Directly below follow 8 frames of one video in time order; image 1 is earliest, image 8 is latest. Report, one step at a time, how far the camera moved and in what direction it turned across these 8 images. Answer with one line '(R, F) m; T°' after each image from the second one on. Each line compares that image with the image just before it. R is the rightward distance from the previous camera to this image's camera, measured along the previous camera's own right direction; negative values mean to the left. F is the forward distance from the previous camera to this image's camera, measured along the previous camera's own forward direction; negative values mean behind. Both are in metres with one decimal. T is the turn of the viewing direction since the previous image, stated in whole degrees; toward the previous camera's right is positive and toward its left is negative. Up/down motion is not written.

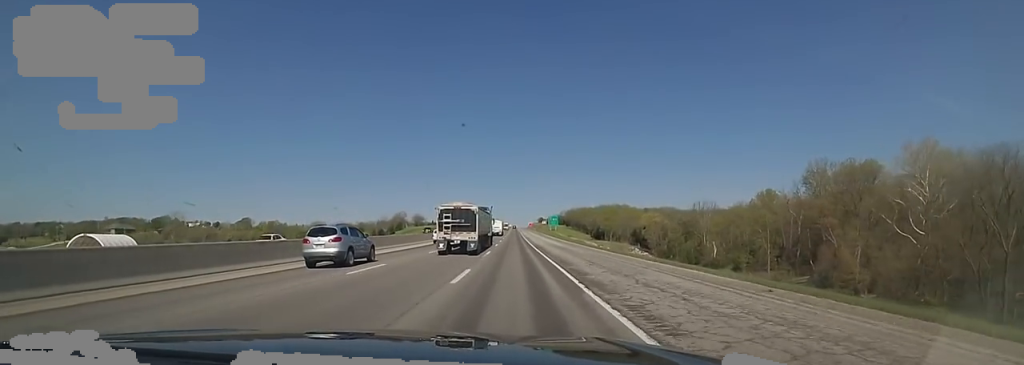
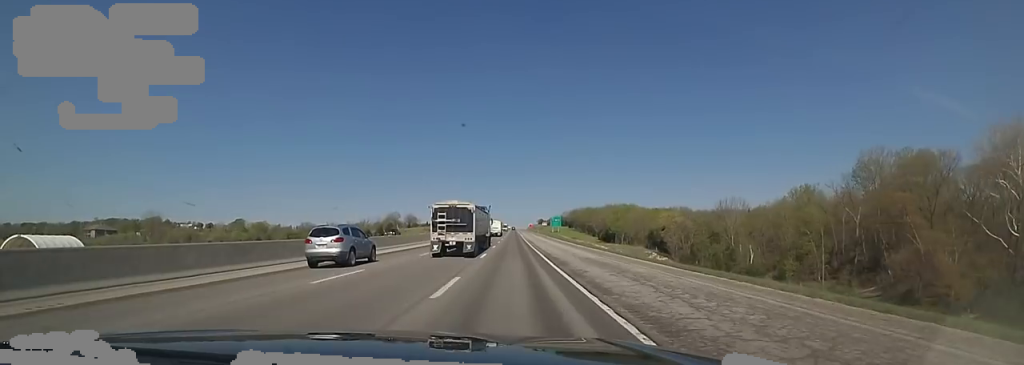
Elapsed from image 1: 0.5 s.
(-0.5, +18.3) m; +1°
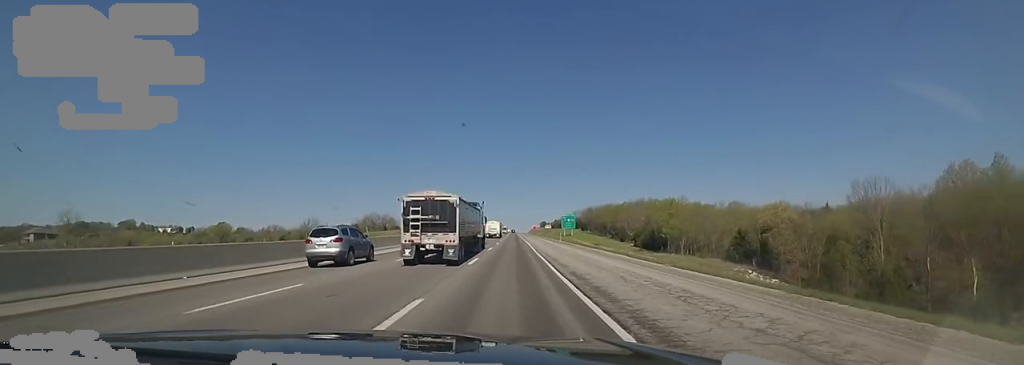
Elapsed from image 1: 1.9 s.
(+1.5, +51.1) m; 0°
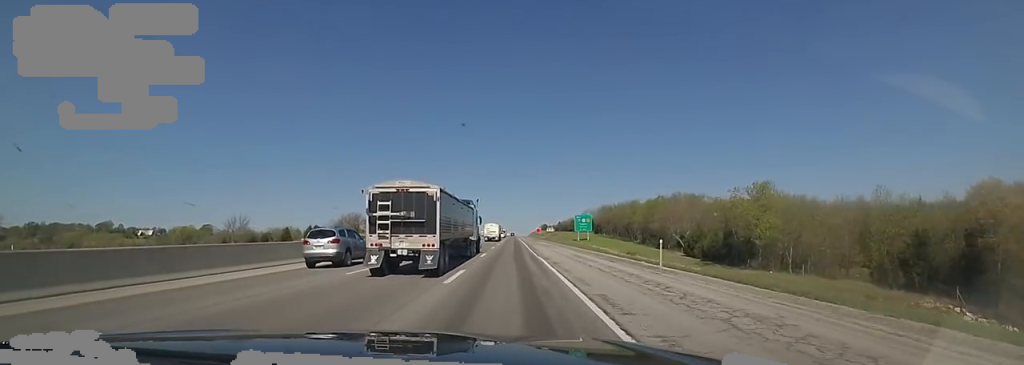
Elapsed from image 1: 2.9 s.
(-1.0, +37.5) m; -1°
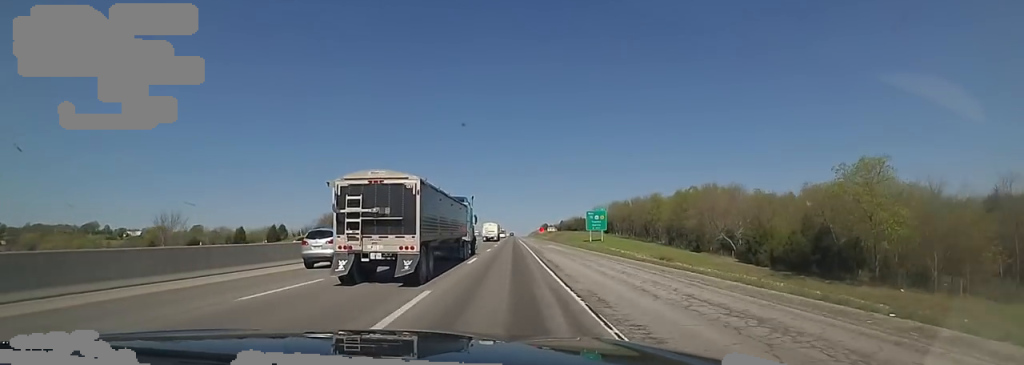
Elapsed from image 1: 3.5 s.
(0.0, +21.7) m; 0°
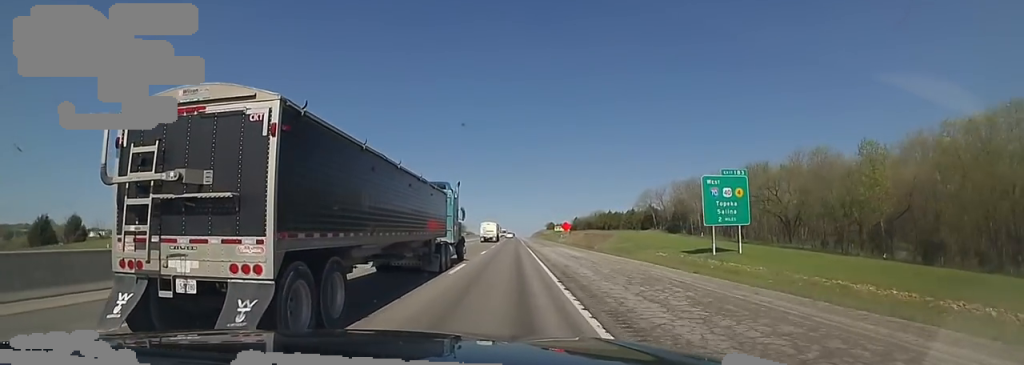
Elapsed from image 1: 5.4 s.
(-0.7, +66.6) m; -1°
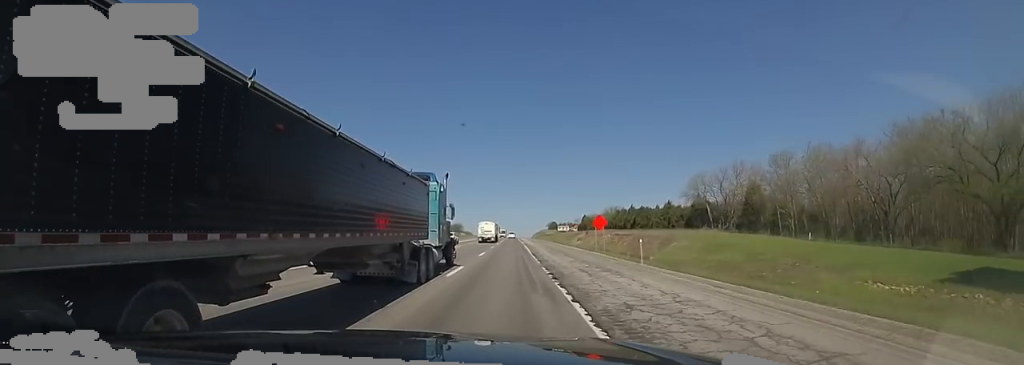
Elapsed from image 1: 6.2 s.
(+0.2, +31.5) m; 0°
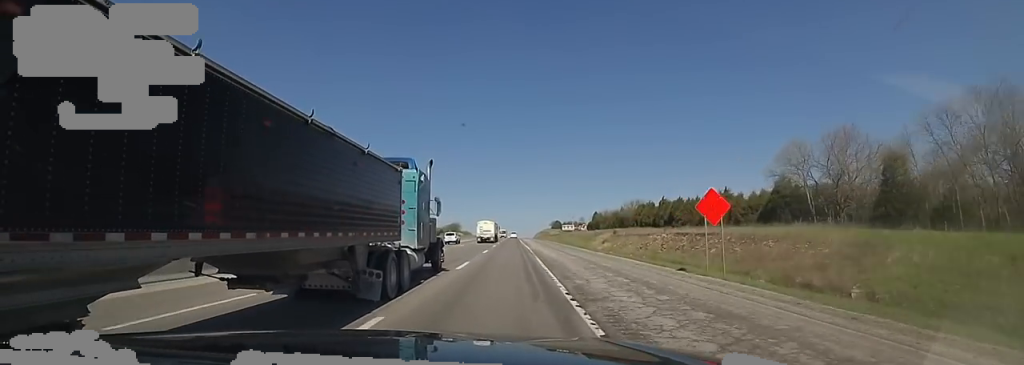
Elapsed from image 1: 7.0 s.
(+0.1, +27.8) m; 0°
